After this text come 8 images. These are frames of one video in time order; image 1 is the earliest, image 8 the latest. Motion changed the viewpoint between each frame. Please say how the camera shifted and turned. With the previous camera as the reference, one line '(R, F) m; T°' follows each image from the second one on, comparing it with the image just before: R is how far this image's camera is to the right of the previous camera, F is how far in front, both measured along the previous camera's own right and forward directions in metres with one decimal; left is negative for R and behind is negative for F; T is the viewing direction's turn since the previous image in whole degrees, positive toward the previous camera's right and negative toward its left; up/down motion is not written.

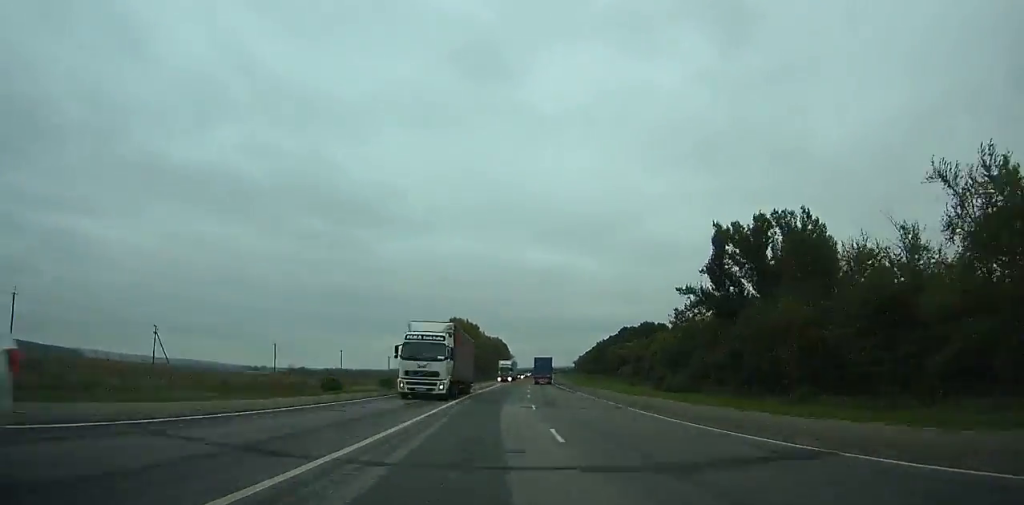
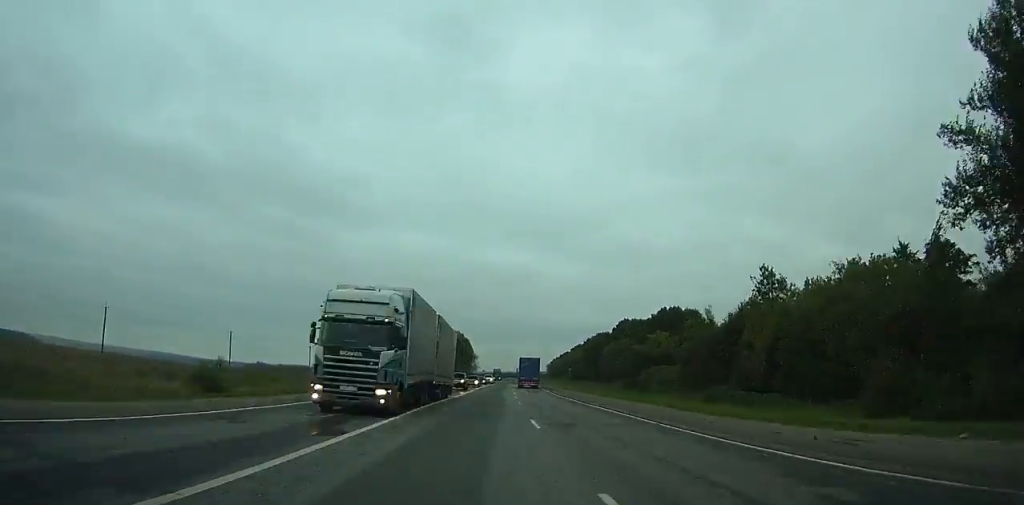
(+1.9, +55.3) m; +3°
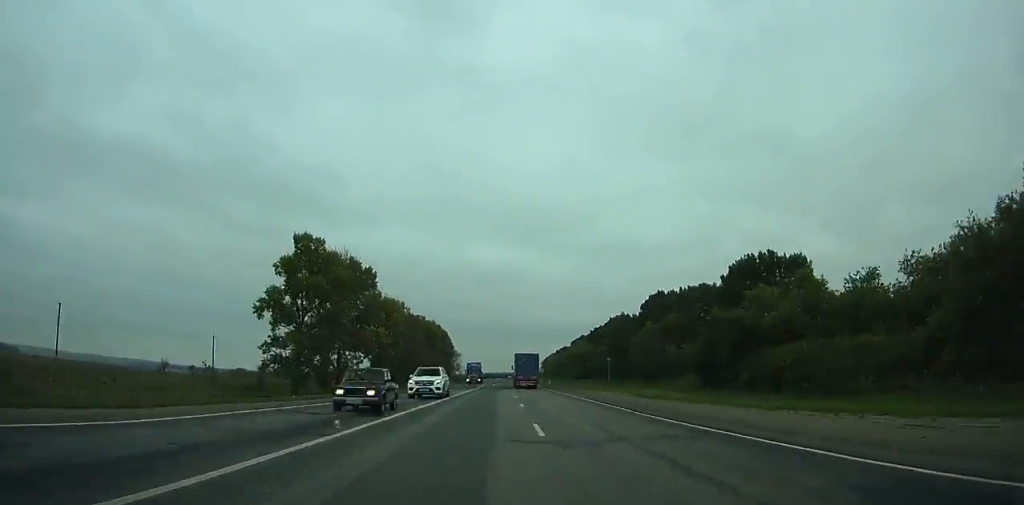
(+1.1, +50.4) m; +2°
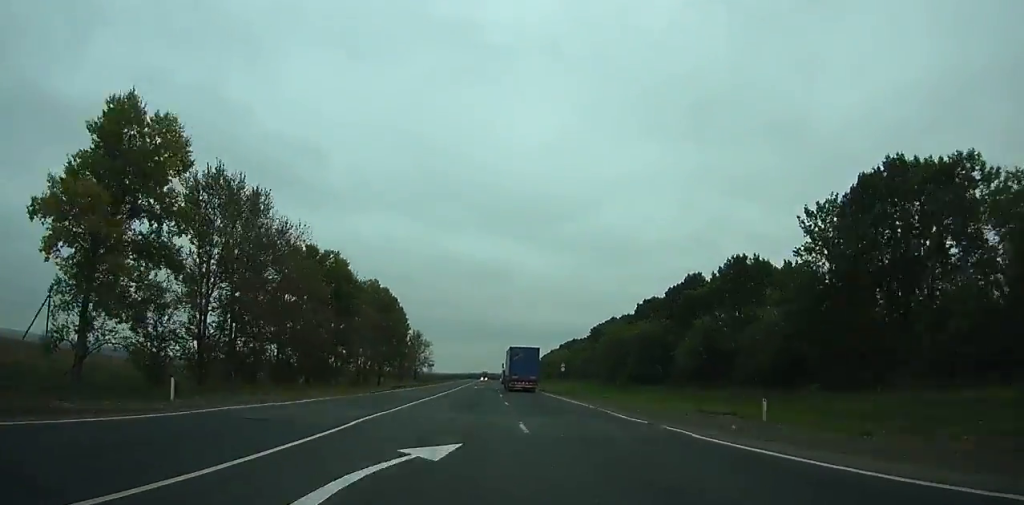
(+2.1, +82.1) m; +2°
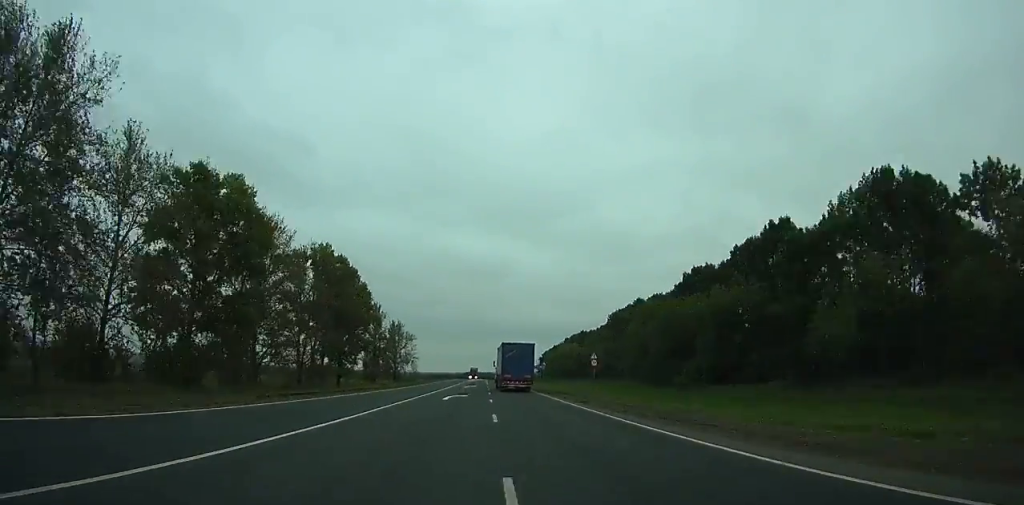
(+0.1, +33.9) m; 0°
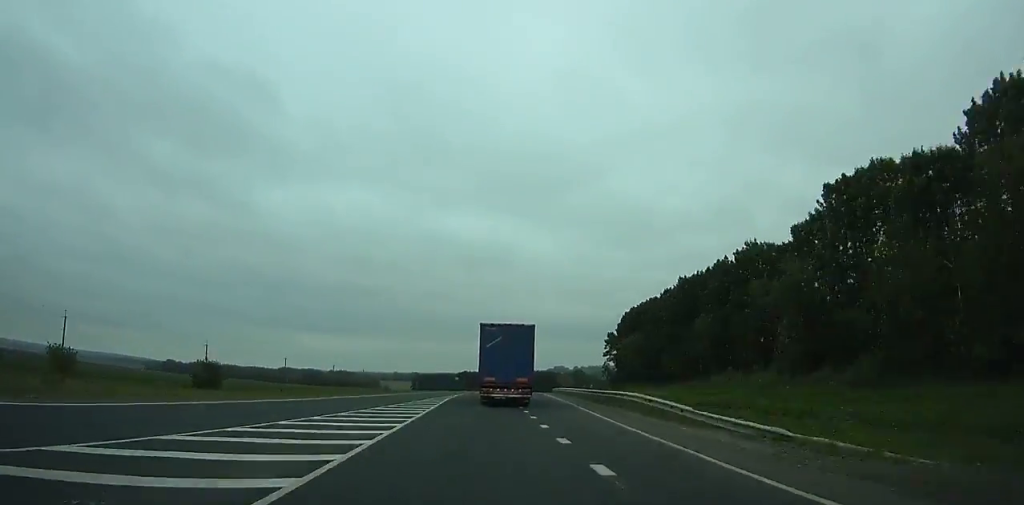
(+0.9, +178.1) m; 0°
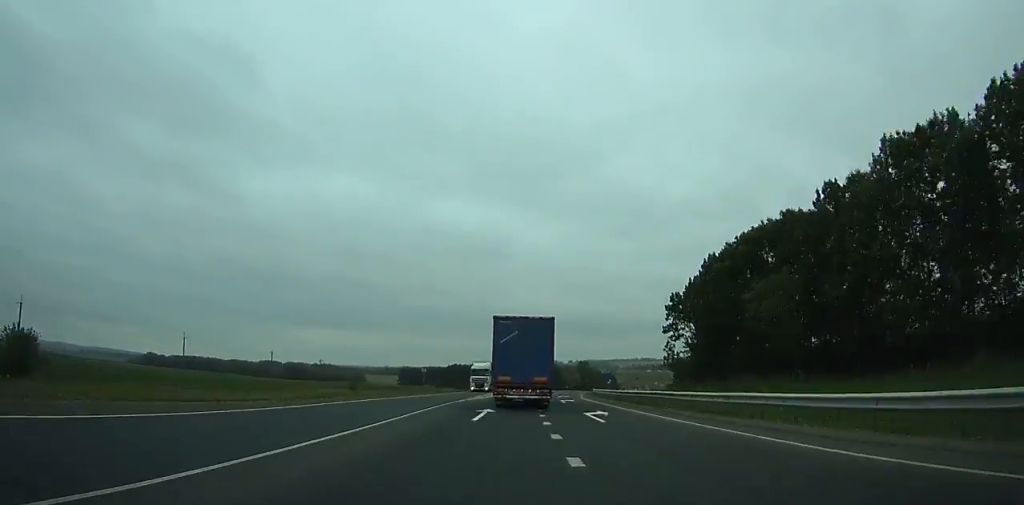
(+0.1, +51.6) m; +1°
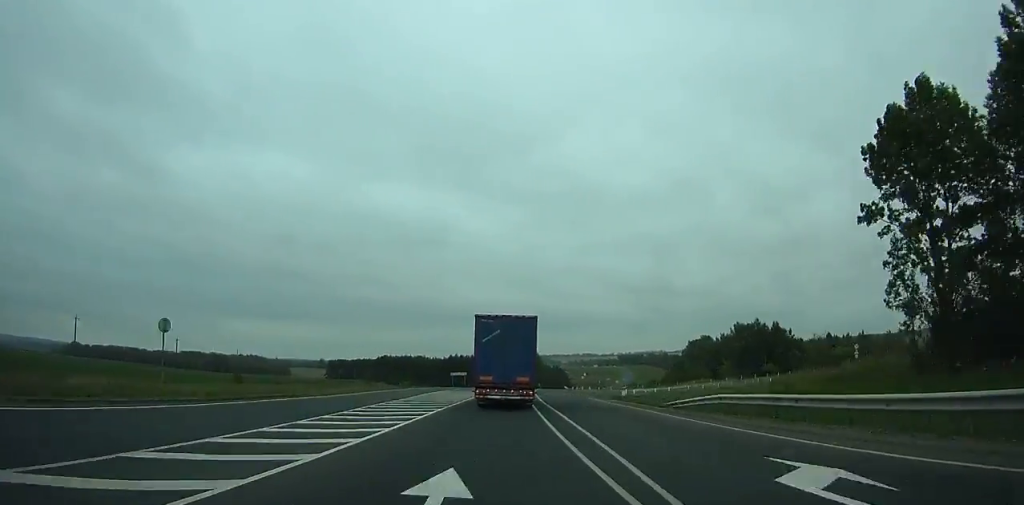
(+0.5, +58.7) m; +3°
